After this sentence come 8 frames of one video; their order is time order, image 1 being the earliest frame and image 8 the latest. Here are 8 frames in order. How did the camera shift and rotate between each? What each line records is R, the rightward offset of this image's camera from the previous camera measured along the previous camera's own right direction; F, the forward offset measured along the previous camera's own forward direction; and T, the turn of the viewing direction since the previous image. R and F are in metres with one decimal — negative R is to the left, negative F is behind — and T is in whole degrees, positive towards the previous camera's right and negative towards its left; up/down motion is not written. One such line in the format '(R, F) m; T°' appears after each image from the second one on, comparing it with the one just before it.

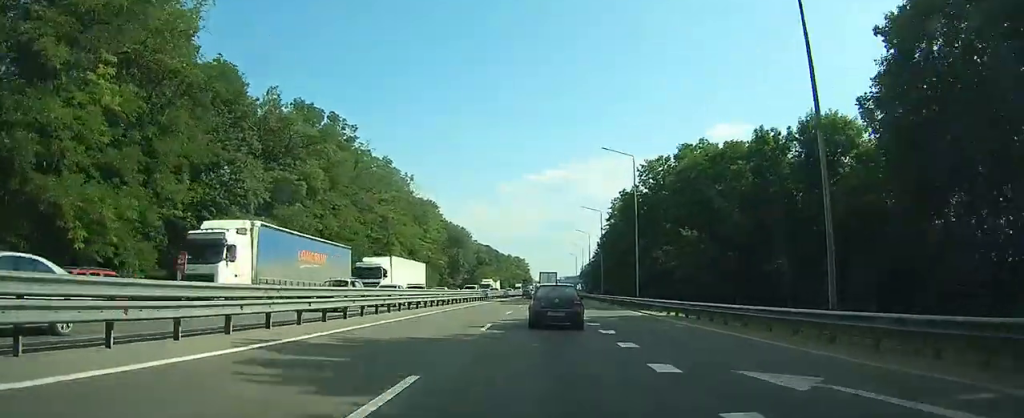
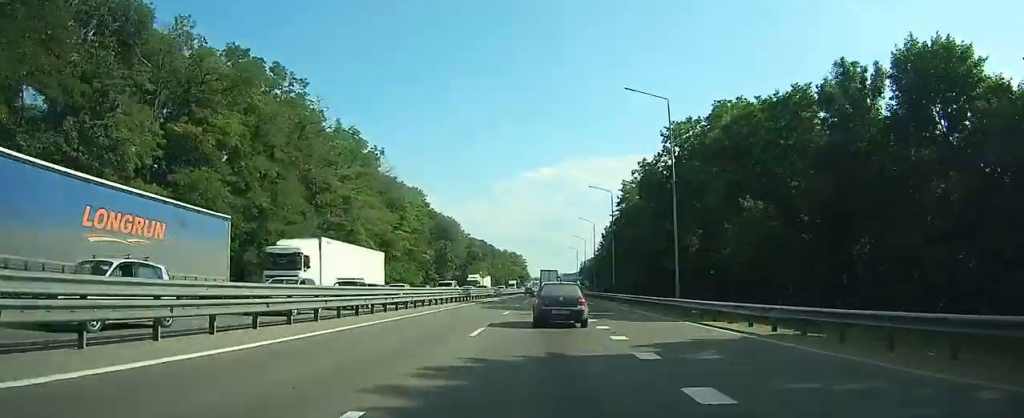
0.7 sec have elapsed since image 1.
(+0.1, +14.7) m; +1°
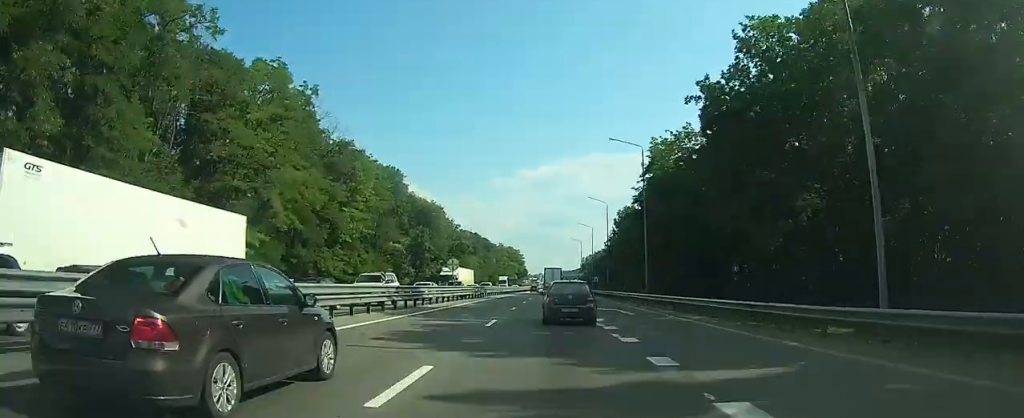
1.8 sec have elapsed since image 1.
(0.0, +21.6) m; 0°
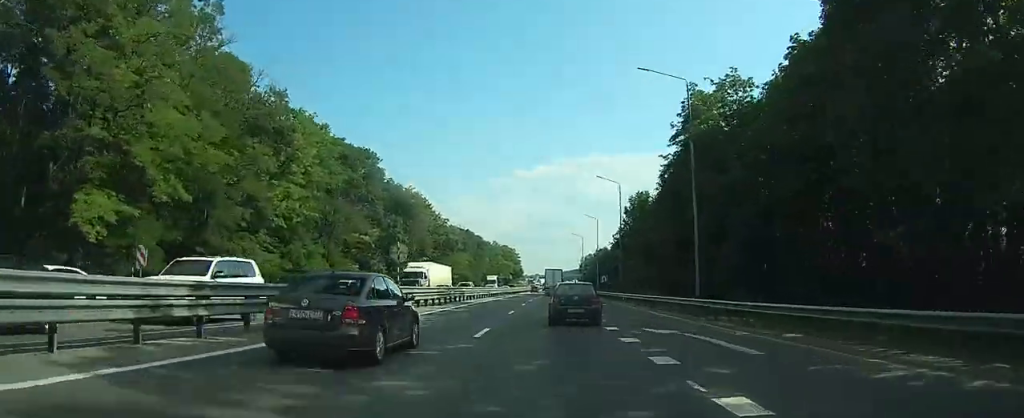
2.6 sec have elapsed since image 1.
(0.0, +16.3) m; 0°
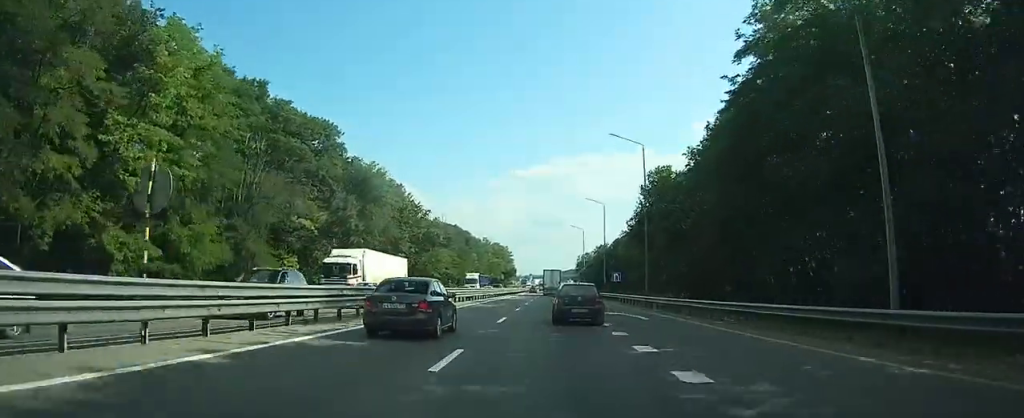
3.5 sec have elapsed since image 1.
(-0.1, +18.3) m; +1°
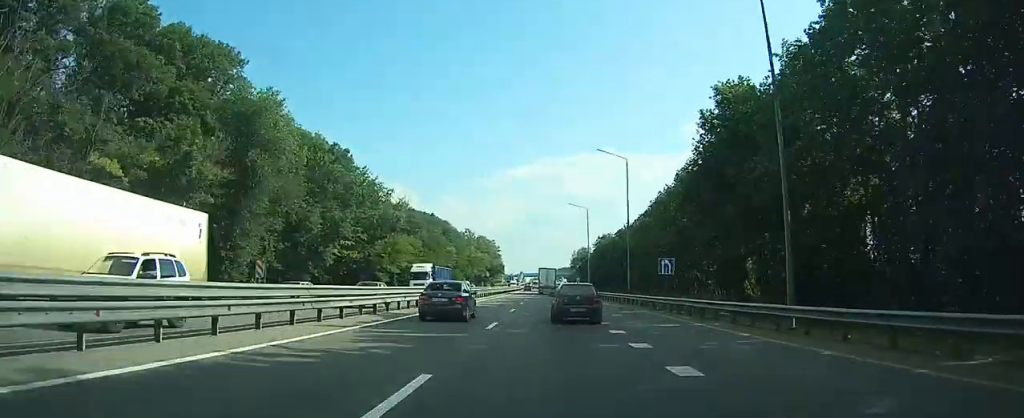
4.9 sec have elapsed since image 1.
(+0.4, +27.9) m; 0°
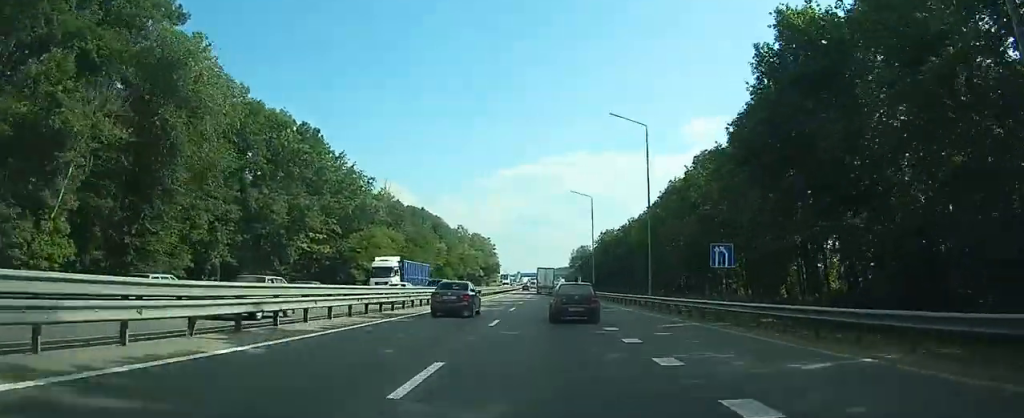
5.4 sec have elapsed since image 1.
(-0.2, +10.9) m; 0°
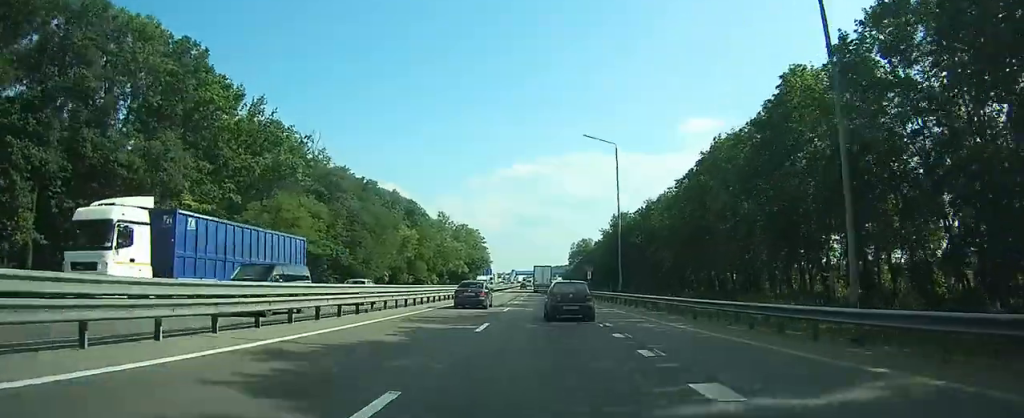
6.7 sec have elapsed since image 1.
(+0.2, +26.7) m; +1°
